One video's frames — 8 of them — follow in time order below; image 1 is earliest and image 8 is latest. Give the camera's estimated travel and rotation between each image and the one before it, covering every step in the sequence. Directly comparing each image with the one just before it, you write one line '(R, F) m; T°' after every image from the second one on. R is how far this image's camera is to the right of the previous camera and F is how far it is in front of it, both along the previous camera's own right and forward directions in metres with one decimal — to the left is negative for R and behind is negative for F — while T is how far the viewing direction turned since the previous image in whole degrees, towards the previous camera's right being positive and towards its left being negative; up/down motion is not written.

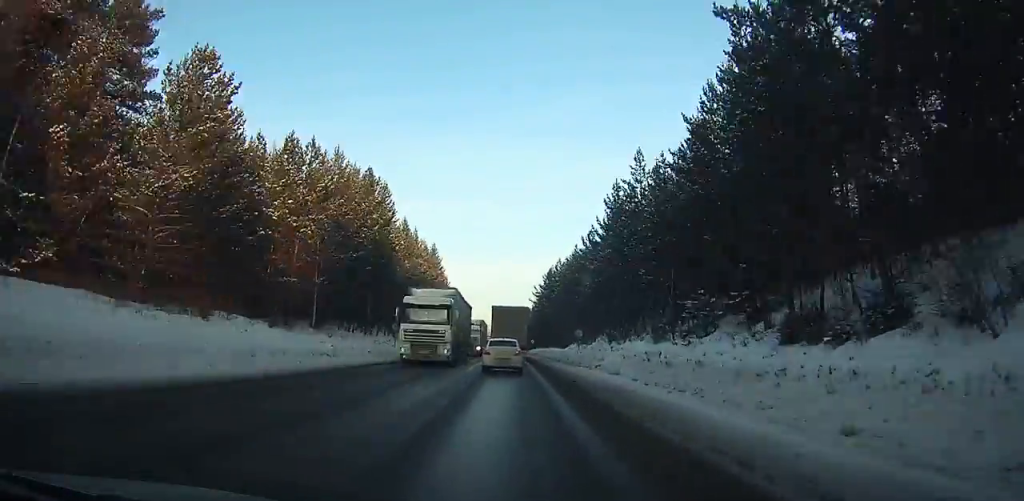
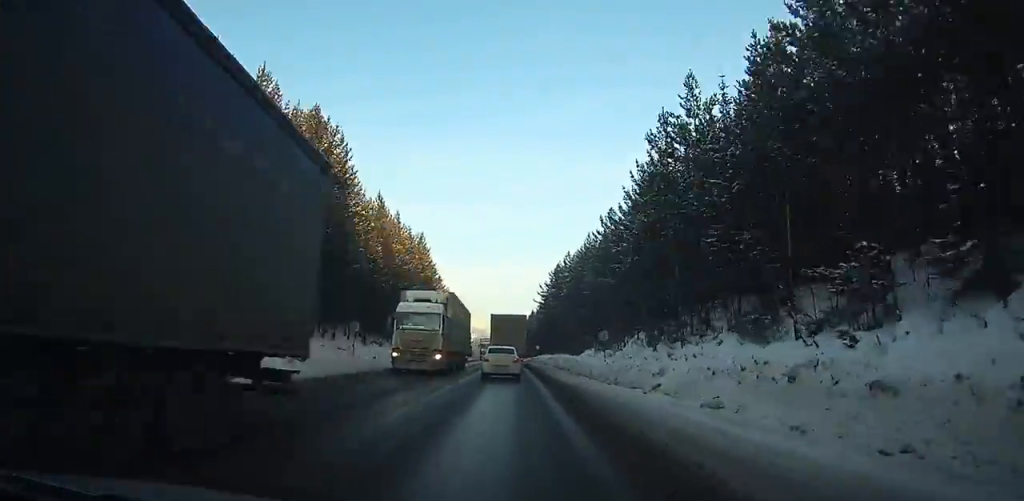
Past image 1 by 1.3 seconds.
(0.0, +14.5) m; 0°
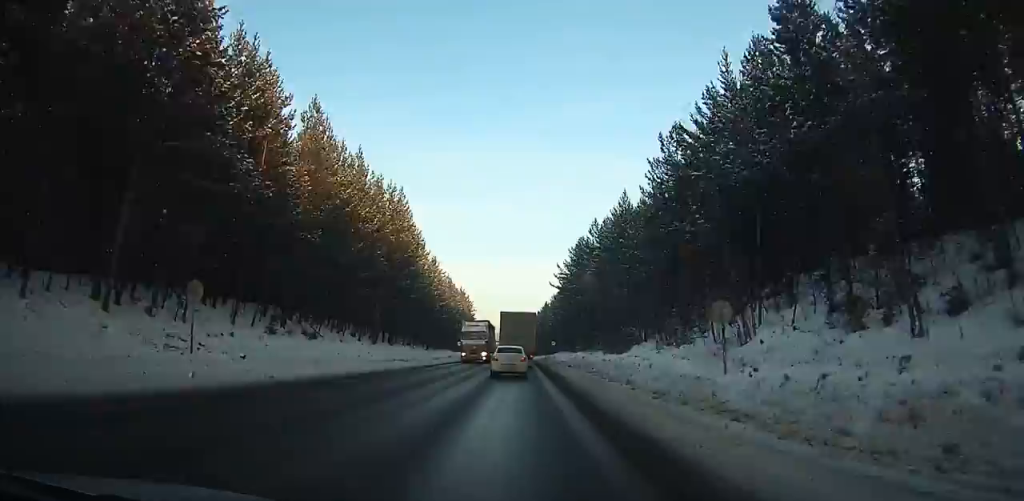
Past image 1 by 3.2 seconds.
(0.0, +21.2) m; 0°
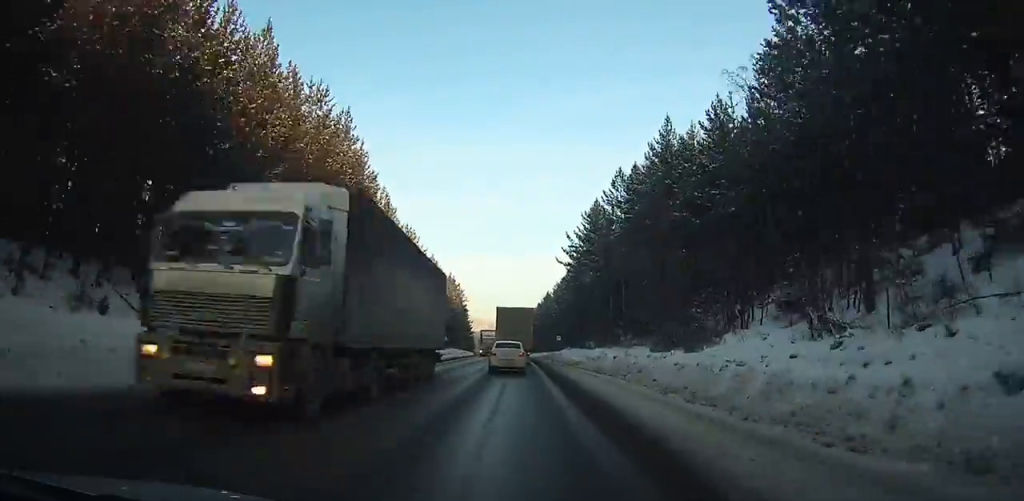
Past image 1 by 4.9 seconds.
(-0.1, +18.4) m; 0°
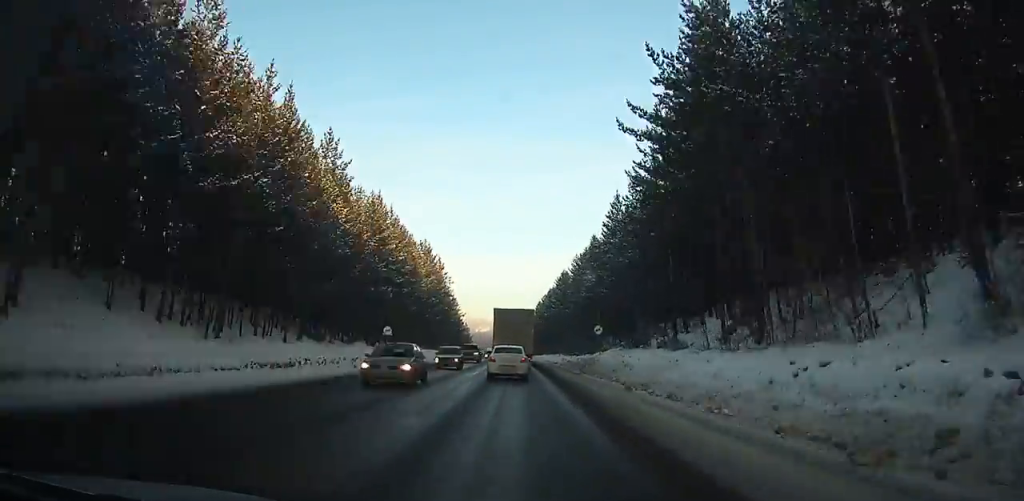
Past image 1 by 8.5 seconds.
(0.0, +40.0) m; 0°
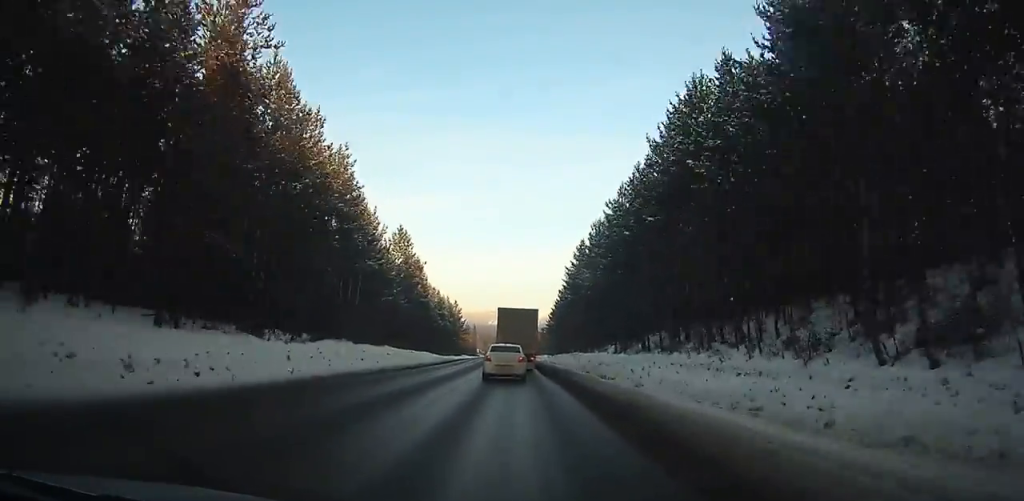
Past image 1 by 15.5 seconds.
(-0.7, +83.6) m; 0°
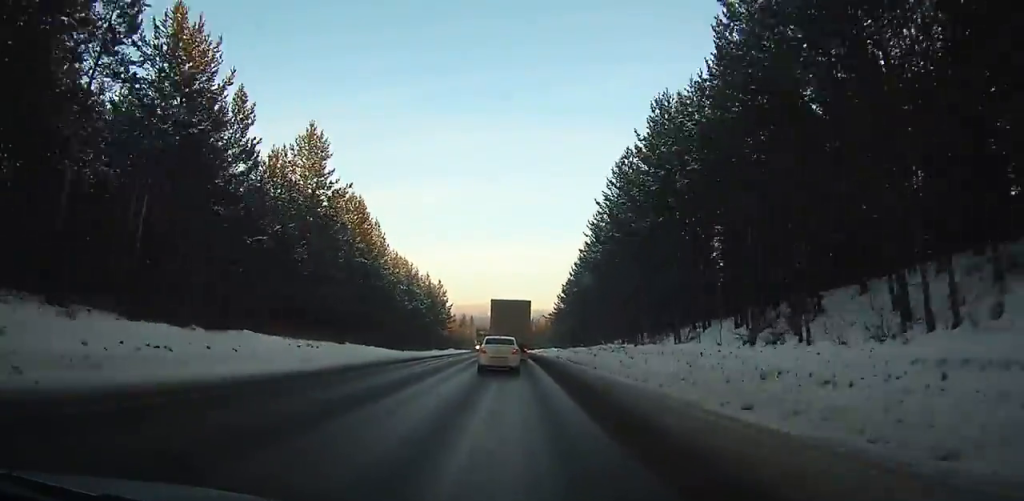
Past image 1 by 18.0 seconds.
(-0.6, +30.8) m; +5°
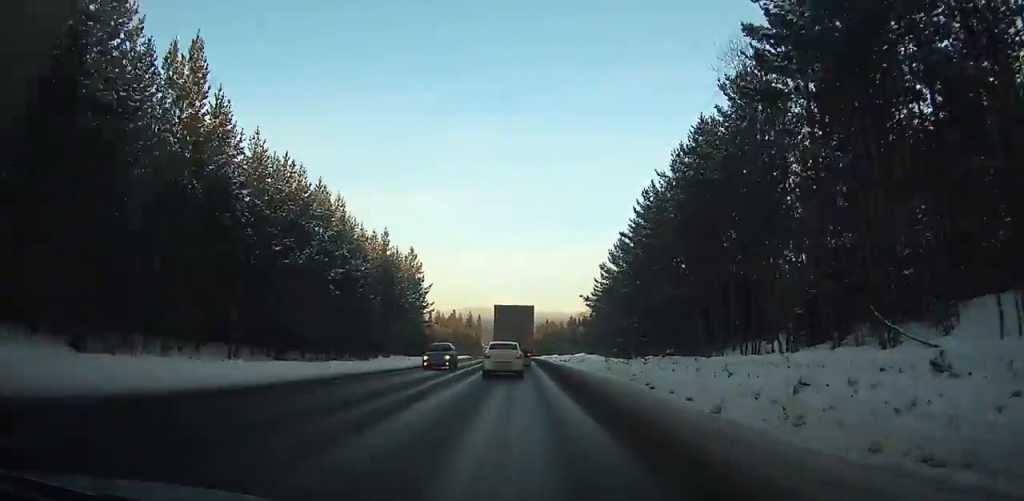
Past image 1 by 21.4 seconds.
(+2.0, +42.2) m; -9°
